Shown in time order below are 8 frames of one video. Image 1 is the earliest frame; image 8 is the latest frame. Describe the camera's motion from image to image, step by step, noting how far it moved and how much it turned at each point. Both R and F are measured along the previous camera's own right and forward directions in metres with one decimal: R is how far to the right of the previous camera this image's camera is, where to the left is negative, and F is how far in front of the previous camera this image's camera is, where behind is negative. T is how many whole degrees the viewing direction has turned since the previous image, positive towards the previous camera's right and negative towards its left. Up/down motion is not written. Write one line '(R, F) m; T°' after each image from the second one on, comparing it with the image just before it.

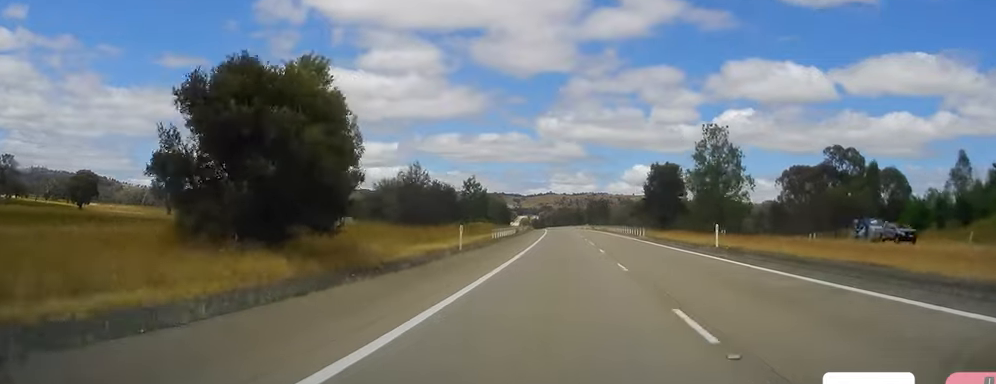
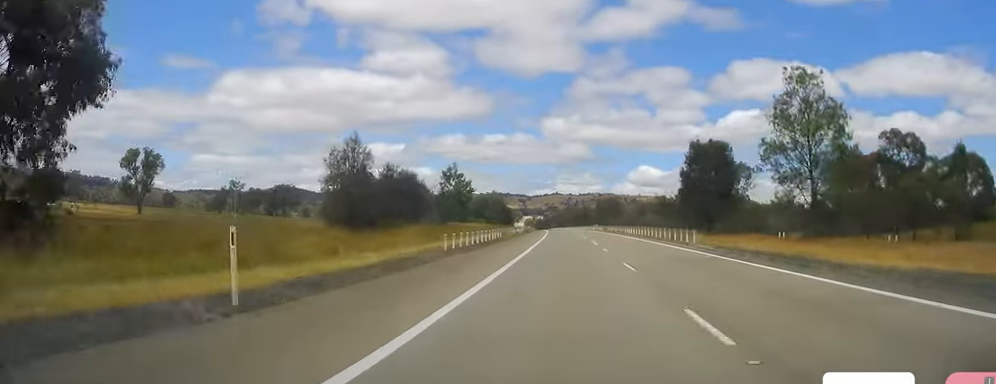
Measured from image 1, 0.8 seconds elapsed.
(+0.1, +24.3) m; 0°
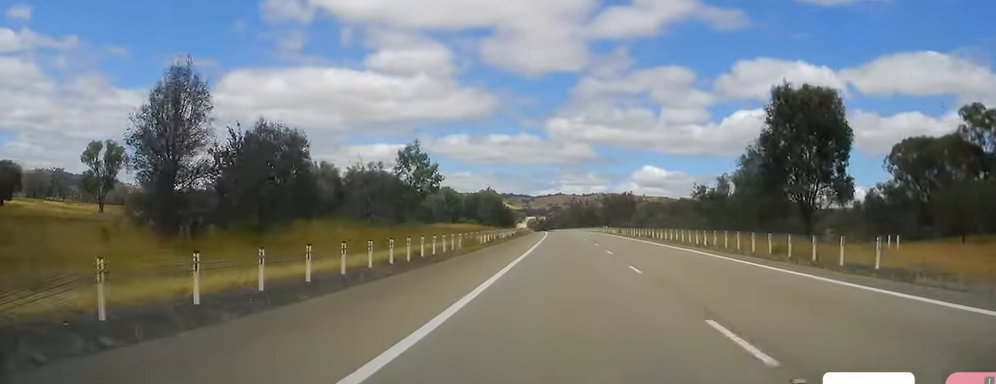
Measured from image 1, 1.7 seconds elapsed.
(+0.1, +25.3) m; -1°
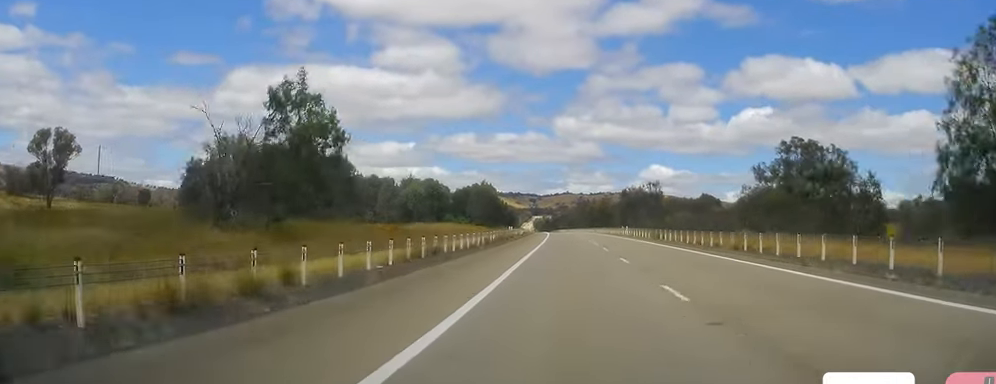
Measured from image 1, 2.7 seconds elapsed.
(-0.7, +30.1) m; -1°
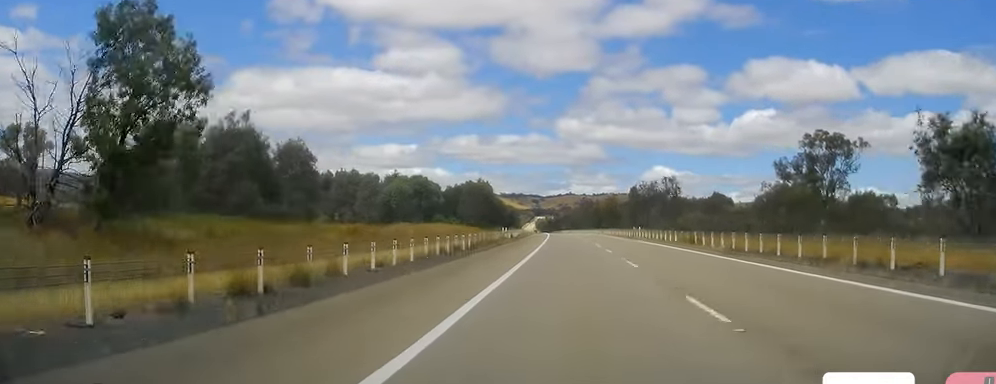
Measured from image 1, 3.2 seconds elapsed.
(-0.1, +14.6) m; 0°
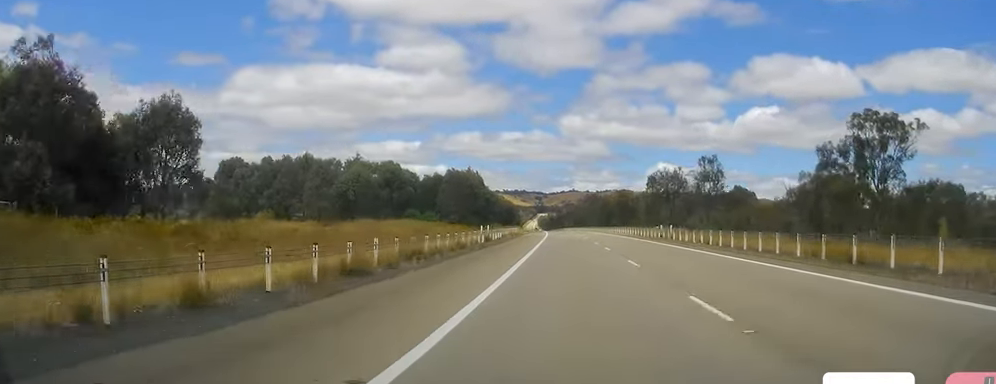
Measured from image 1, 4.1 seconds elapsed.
(+0.2, +24.4) m; 0°
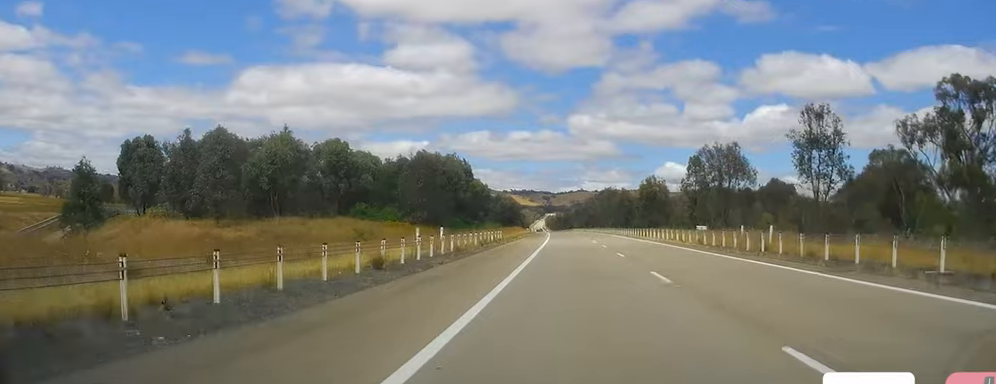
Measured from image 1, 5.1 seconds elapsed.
(-0.1, +29.2) m; -1°
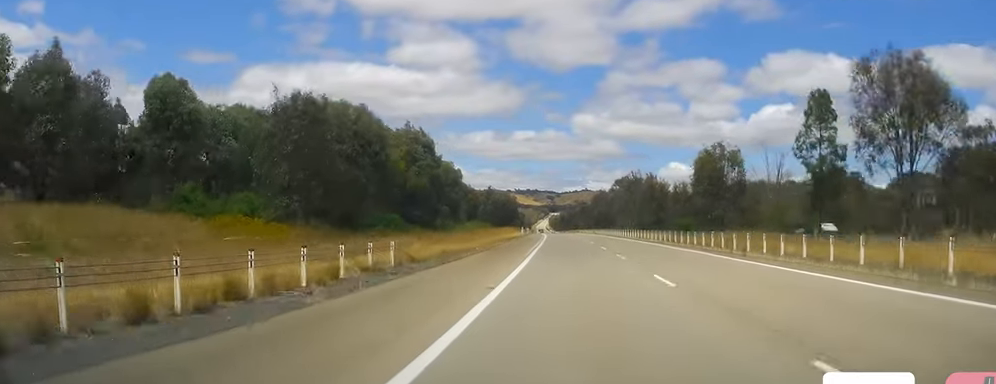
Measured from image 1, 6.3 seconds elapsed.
(-0.5, +37.0) m; -1°
